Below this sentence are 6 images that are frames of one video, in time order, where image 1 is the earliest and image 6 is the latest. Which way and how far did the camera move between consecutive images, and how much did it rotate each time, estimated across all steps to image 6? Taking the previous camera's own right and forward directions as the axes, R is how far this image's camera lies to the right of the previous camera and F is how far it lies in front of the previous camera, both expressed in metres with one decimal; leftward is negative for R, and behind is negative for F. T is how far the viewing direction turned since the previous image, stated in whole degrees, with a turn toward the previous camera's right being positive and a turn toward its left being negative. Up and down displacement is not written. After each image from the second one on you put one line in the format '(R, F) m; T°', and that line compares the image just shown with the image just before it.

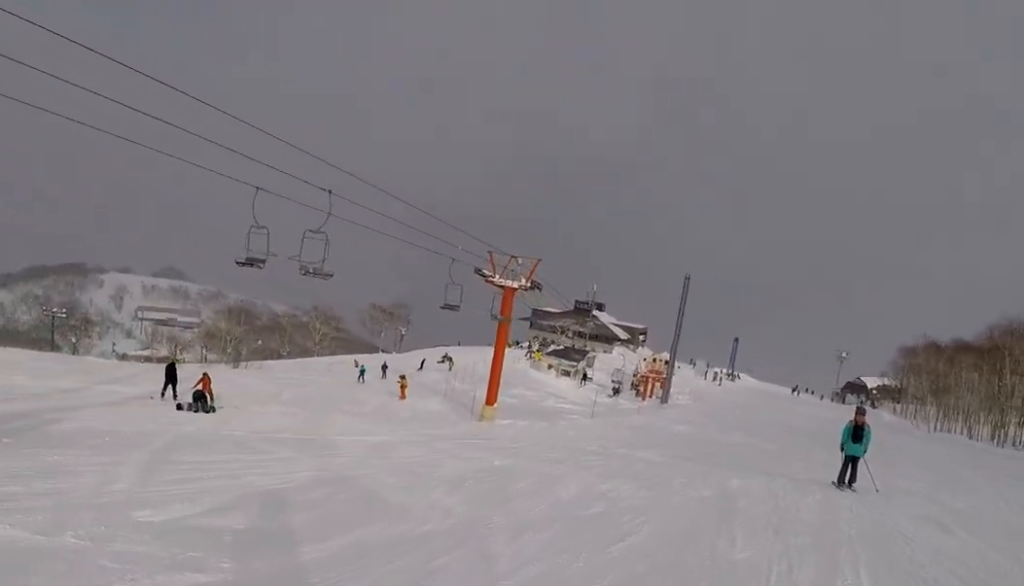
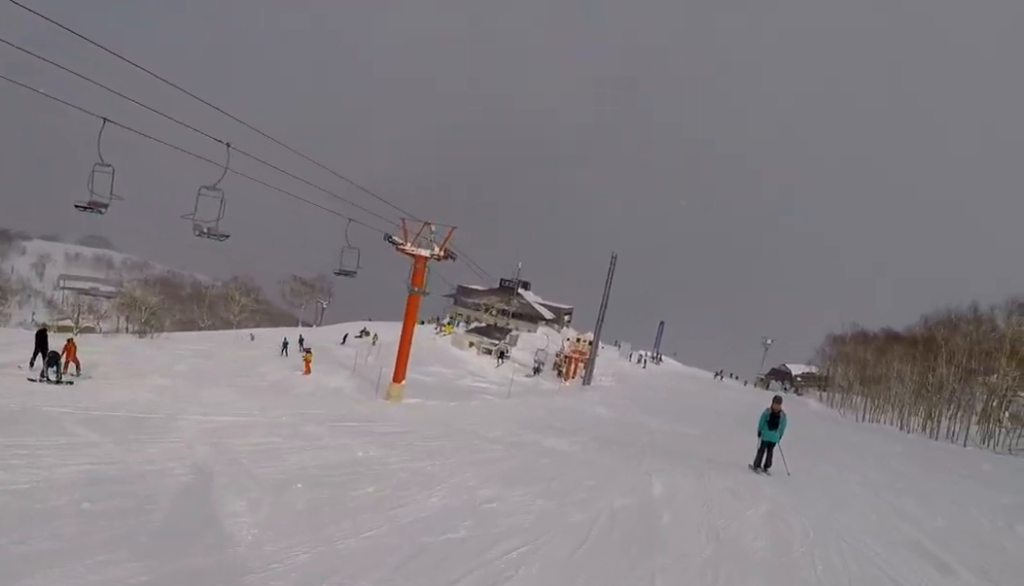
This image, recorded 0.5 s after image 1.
(+0.4, +2.8) m; +8°
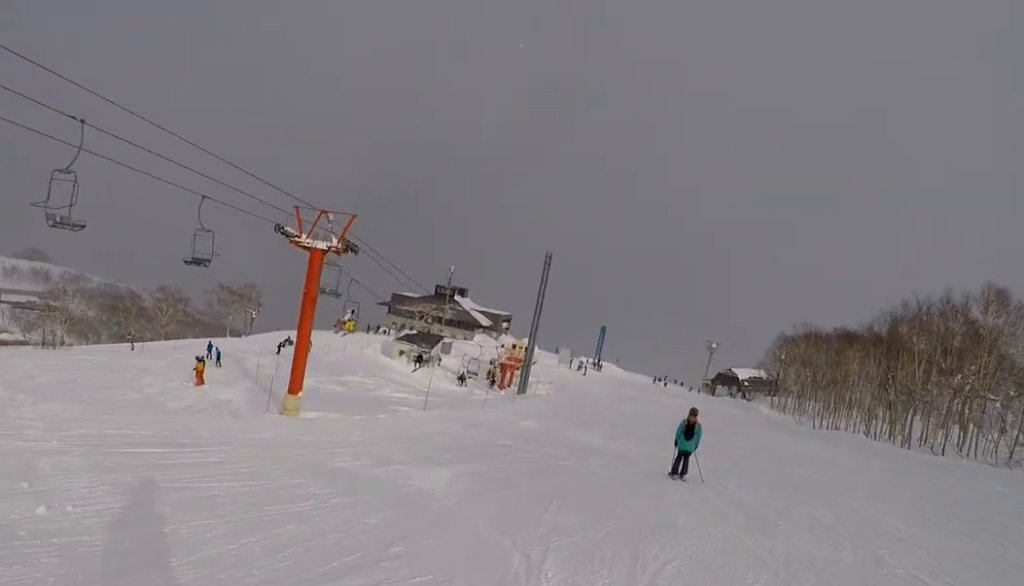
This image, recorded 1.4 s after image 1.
(+0.2, +5.3) m; +2°
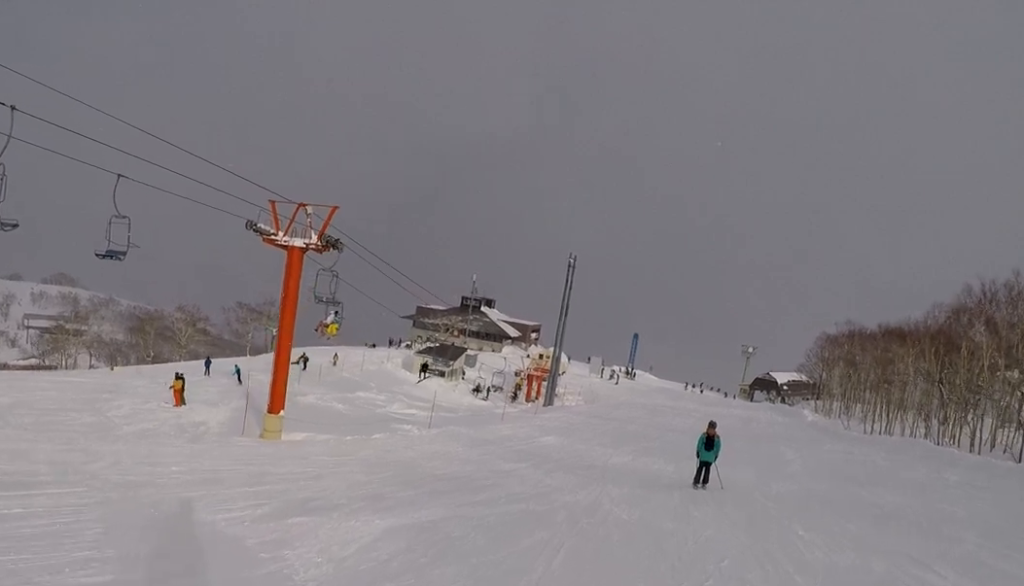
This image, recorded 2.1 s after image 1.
(0.0, +4.9) m; 0°
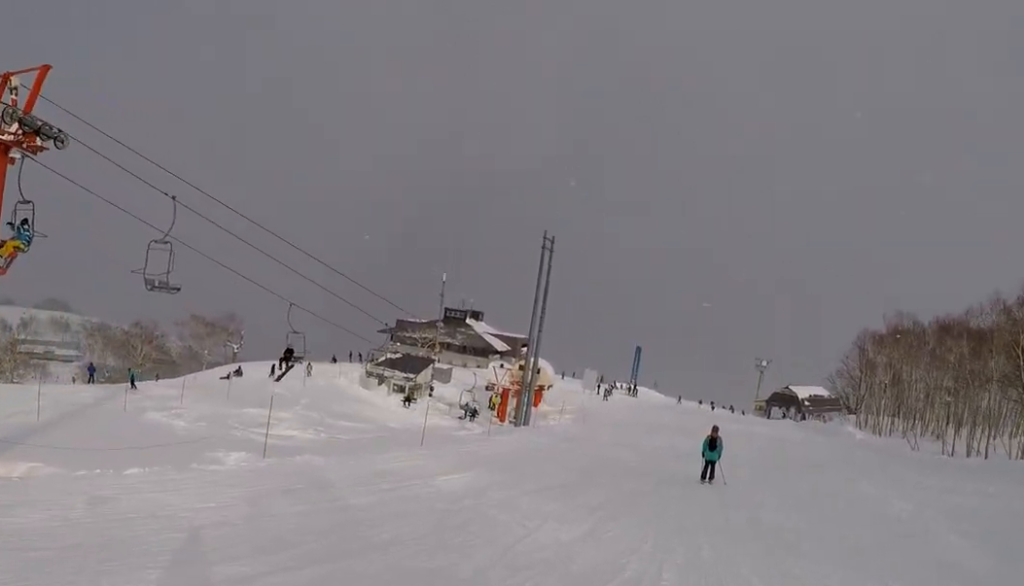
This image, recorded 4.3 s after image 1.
(0.0, +15.2) m; 0°
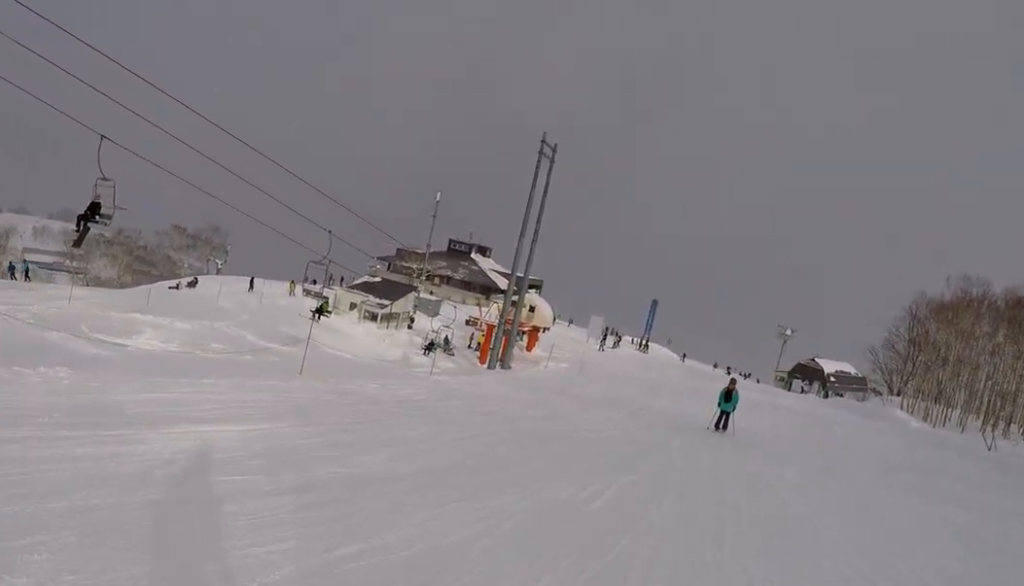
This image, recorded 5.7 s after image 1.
(0.0, +10.0) m; 0°
